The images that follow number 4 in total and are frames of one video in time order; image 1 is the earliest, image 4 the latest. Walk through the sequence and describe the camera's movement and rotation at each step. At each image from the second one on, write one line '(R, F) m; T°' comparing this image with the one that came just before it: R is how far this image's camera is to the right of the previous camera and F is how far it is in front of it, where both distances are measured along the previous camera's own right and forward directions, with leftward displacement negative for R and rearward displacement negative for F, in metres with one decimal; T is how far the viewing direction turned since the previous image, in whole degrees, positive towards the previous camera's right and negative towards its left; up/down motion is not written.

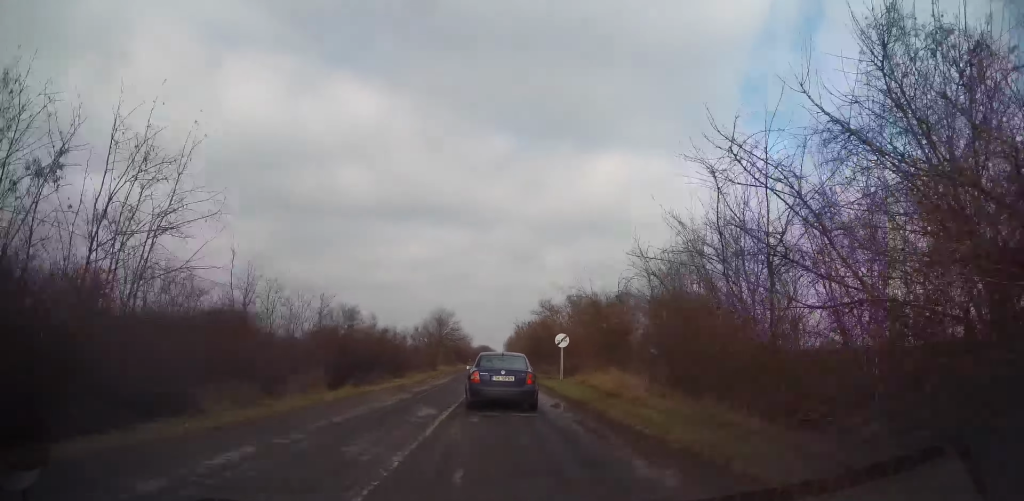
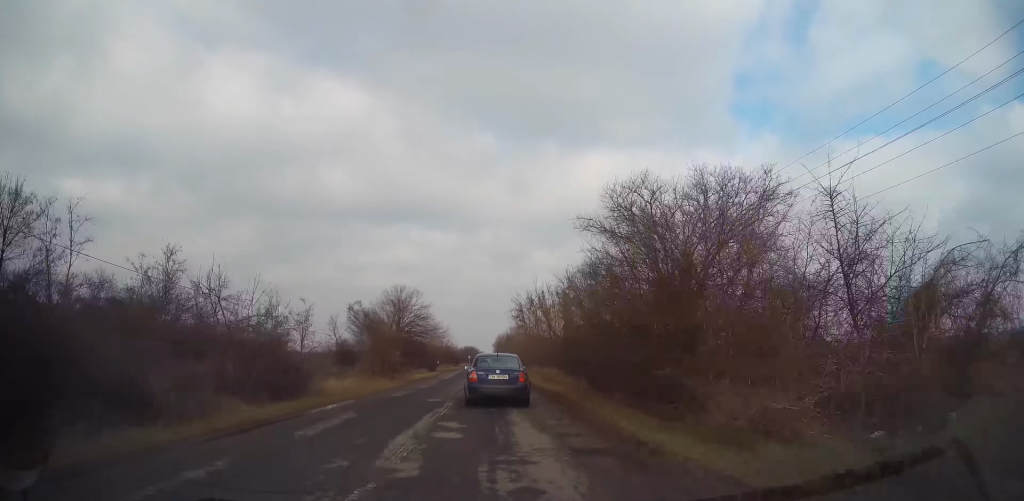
(+0.6, +35.3) m; +1°
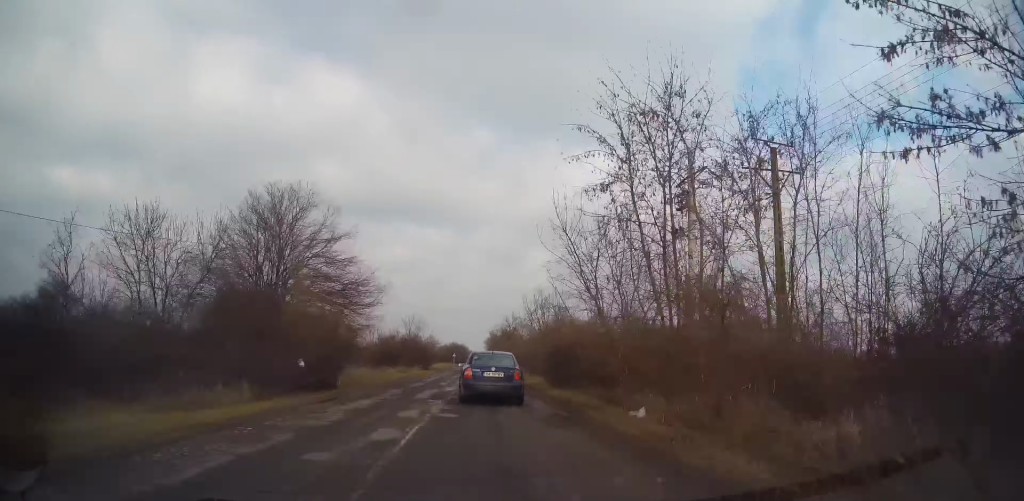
(+0.3, +38.1) m; +2°
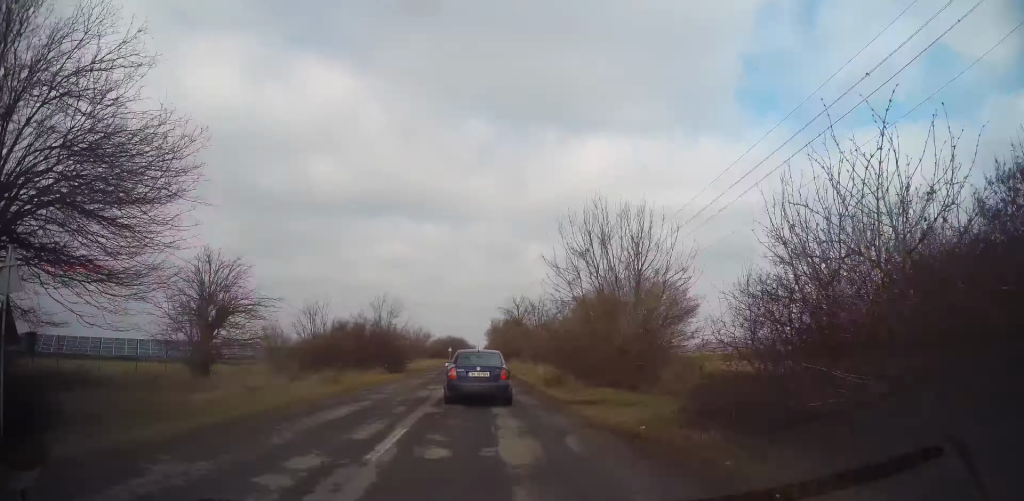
(-0.4, +20.7) m; -1°
